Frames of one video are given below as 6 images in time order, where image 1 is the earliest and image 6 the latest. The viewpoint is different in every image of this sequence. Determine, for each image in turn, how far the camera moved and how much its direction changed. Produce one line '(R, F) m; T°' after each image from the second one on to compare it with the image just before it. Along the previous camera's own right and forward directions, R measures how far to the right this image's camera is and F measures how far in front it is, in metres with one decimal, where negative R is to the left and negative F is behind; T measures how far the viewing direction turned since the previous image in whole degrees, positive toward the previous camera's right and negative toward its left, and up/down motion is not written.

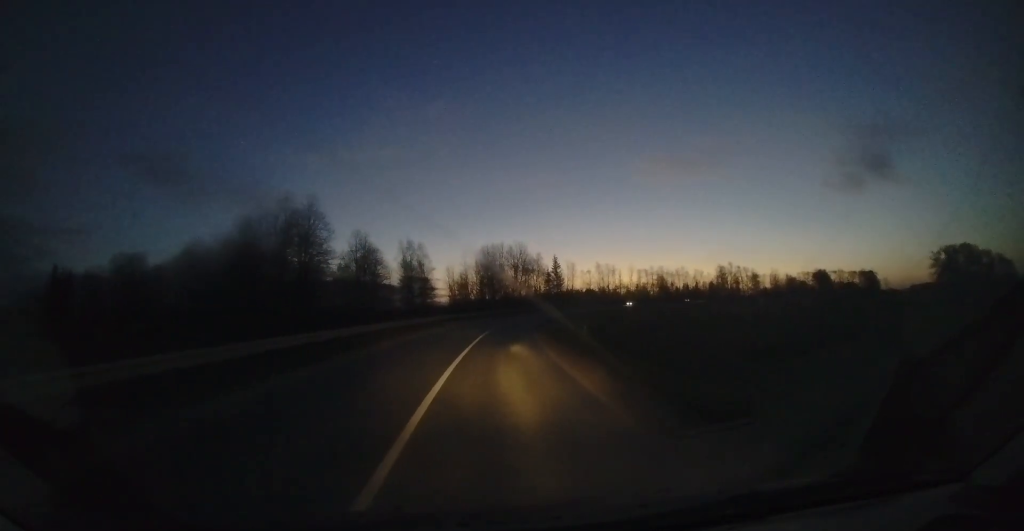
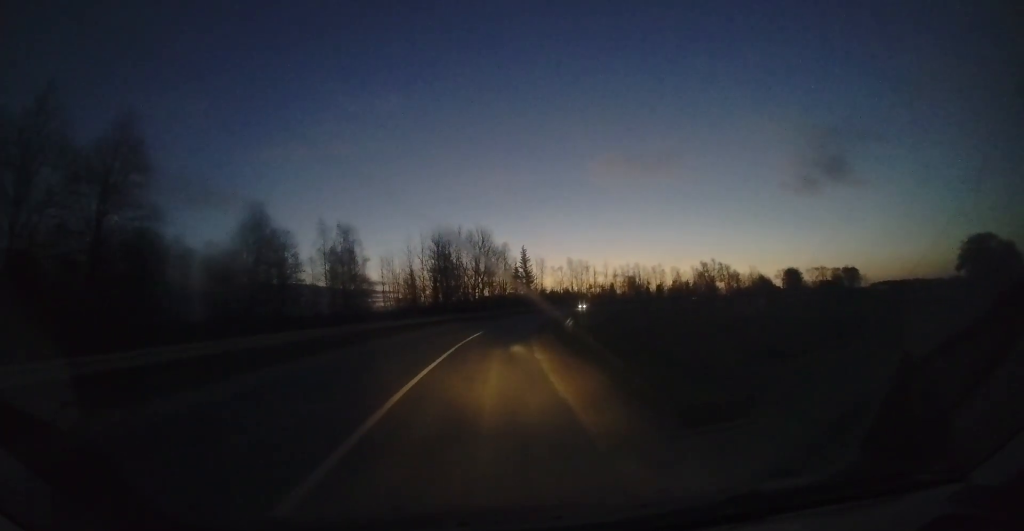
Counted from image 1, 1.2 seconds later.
(+2.1, +20.9) m; +7°
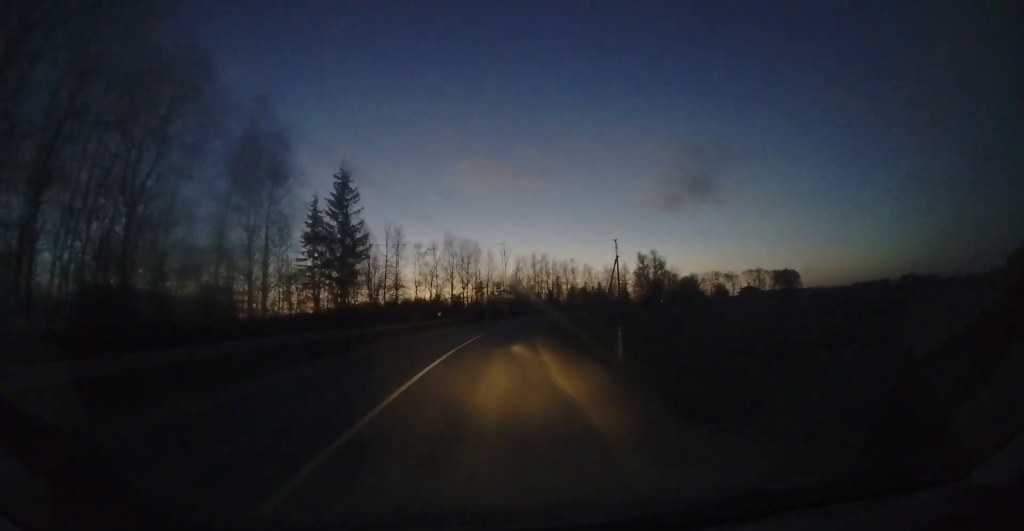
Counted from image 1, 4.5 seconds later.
(+9.0, +58.9) m; +21°
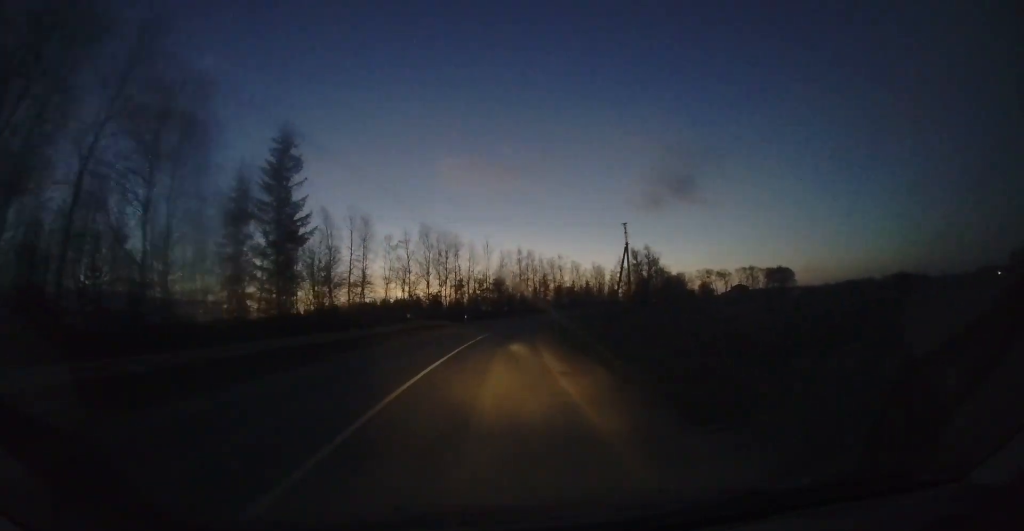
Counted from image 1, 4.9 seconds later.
(+0.3, +8.7) m; +3°
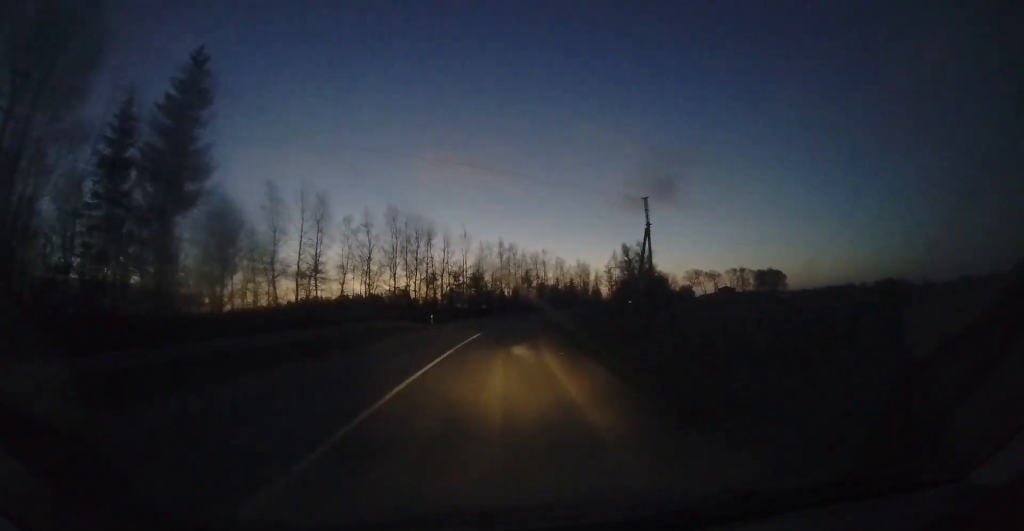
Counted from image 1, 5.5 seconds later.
(+0.1, +9.8) m; +3°
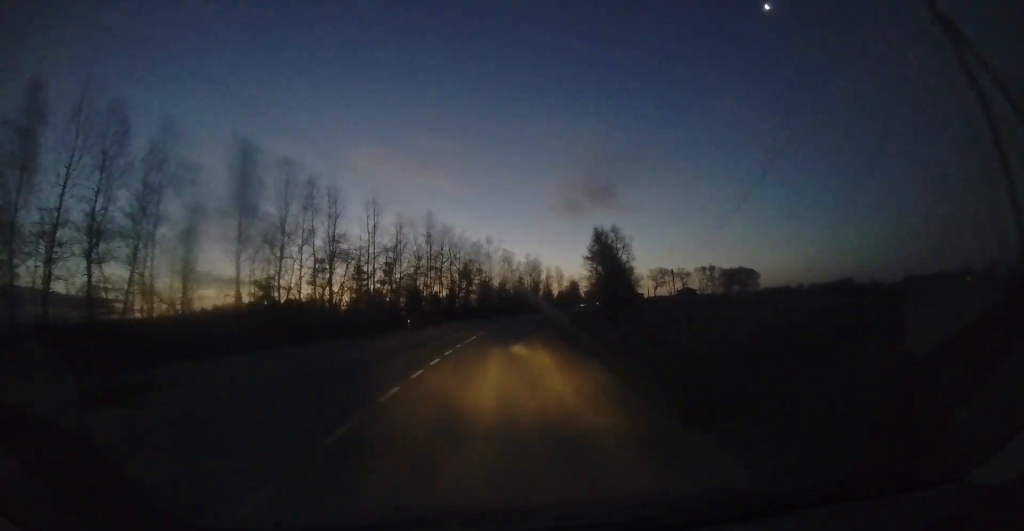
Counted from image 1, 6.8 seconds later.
(+1.8, +25.2) m; +7°
